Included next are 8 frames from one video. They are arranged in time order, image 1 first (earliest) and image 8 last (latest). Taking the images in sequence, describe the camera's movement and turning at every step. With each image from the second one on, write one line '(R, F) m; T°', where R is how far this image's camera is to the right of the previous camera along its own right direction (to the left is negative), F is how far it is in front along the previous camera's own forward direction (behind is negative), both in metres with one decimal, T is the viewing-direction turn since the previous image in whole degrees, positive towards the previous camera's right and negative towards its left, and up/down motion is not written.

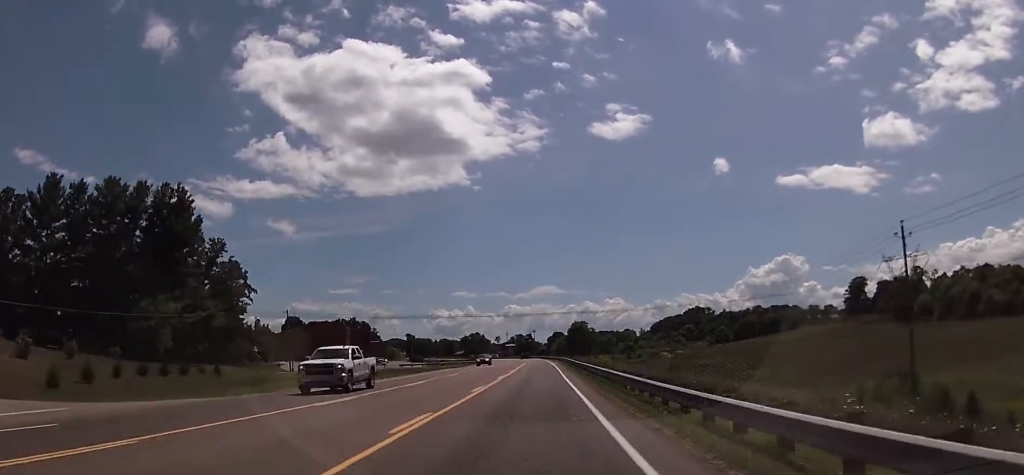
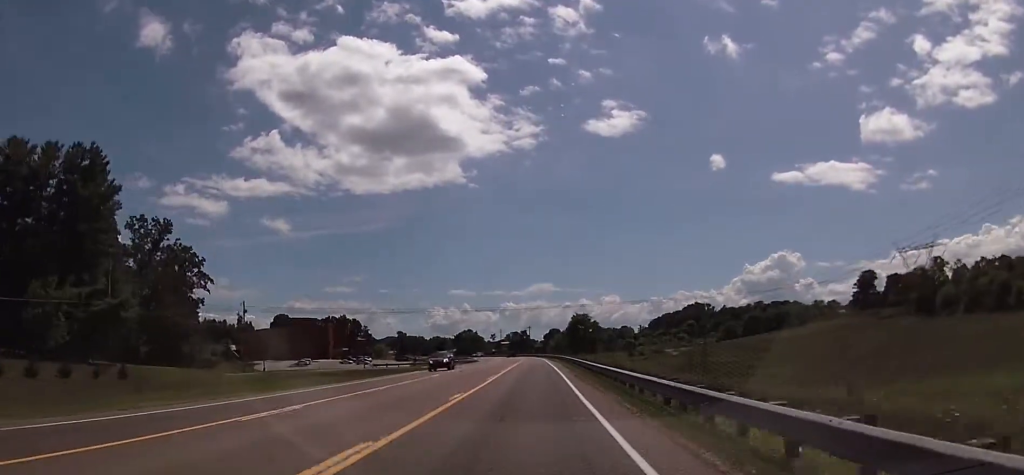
(0.0, +18.0) m; +1°
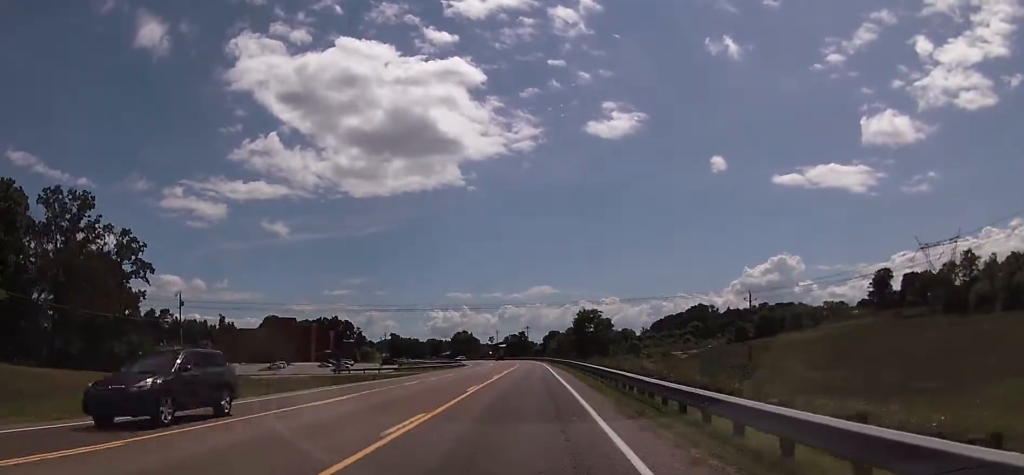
(+0.5, +20.9) m; +1°
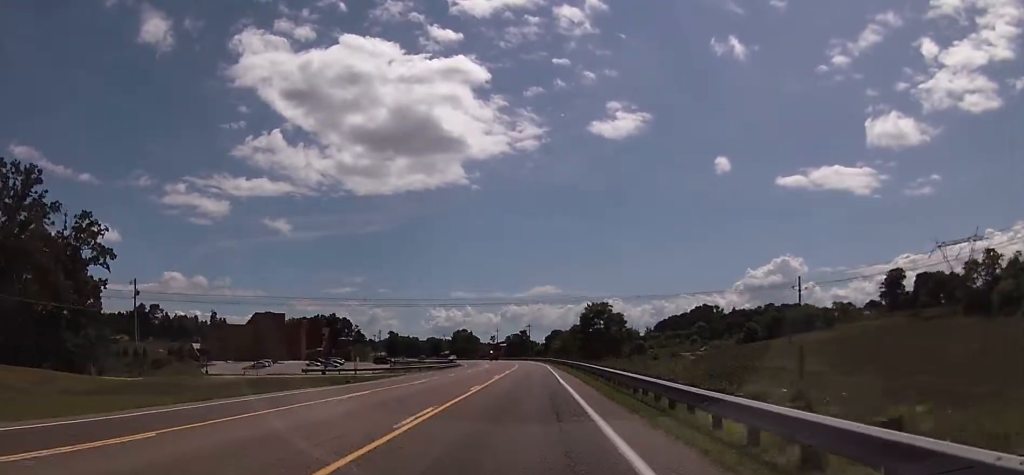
(+0.3, +12.0) m; 0°
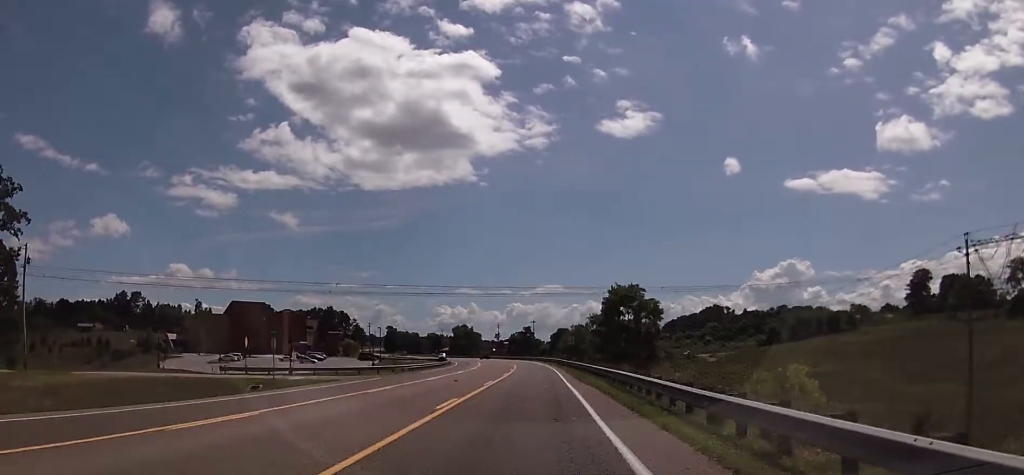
(-0.5, +21.6) m; -2°
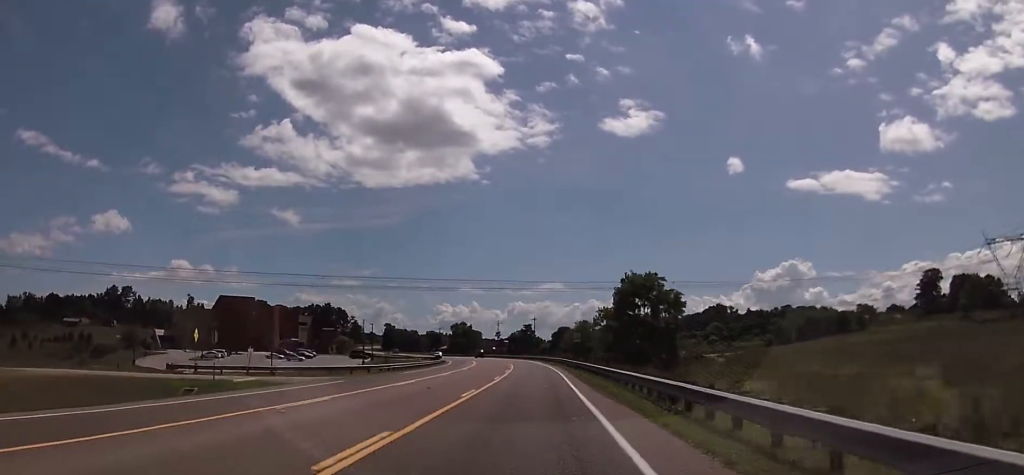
(-0.1, +9.0) m; 0°
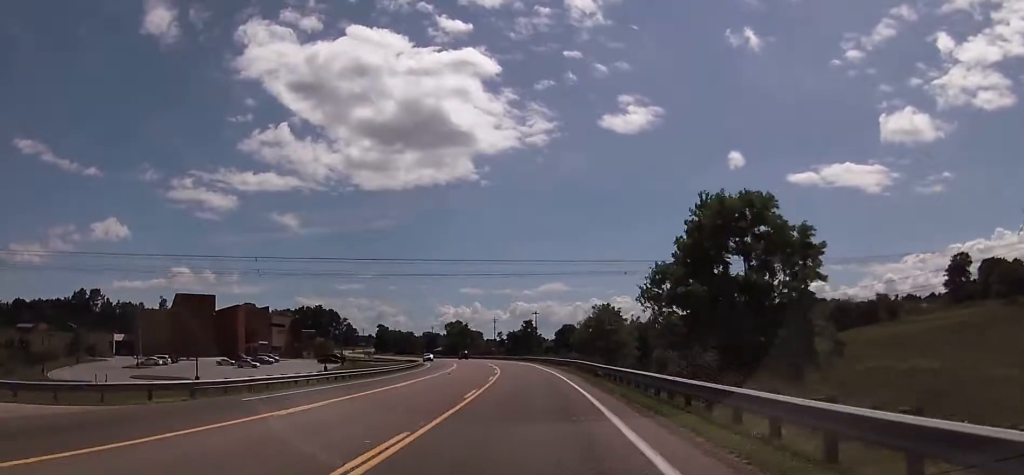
(0.0, +26.2) m; 0°
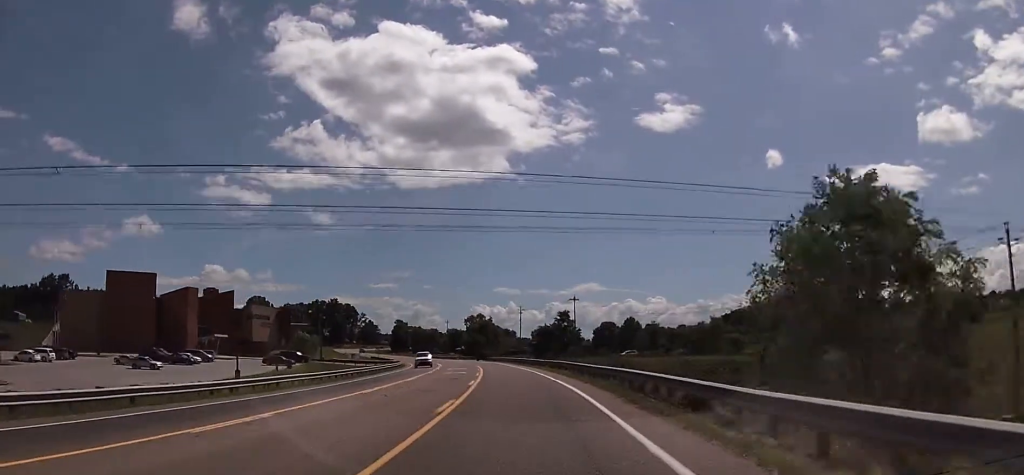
(-0.2, +43.3) m; -2°
